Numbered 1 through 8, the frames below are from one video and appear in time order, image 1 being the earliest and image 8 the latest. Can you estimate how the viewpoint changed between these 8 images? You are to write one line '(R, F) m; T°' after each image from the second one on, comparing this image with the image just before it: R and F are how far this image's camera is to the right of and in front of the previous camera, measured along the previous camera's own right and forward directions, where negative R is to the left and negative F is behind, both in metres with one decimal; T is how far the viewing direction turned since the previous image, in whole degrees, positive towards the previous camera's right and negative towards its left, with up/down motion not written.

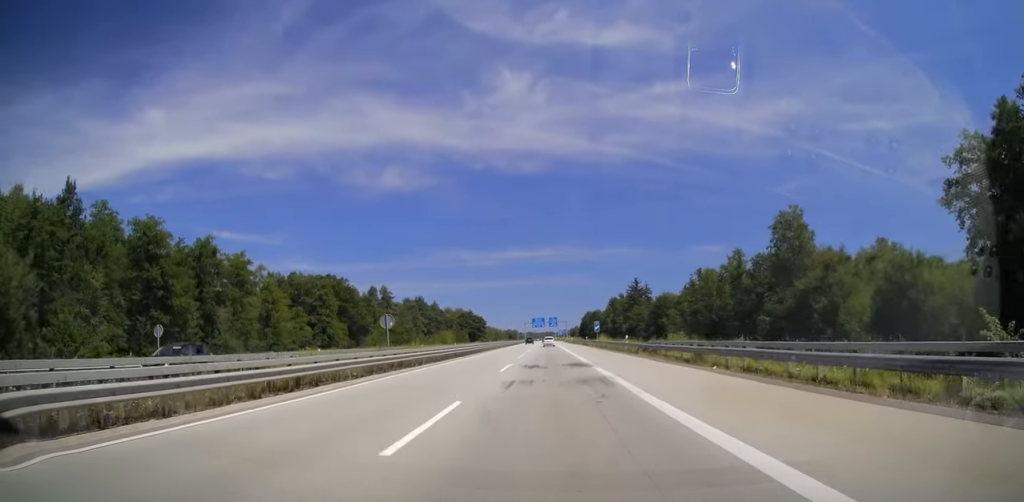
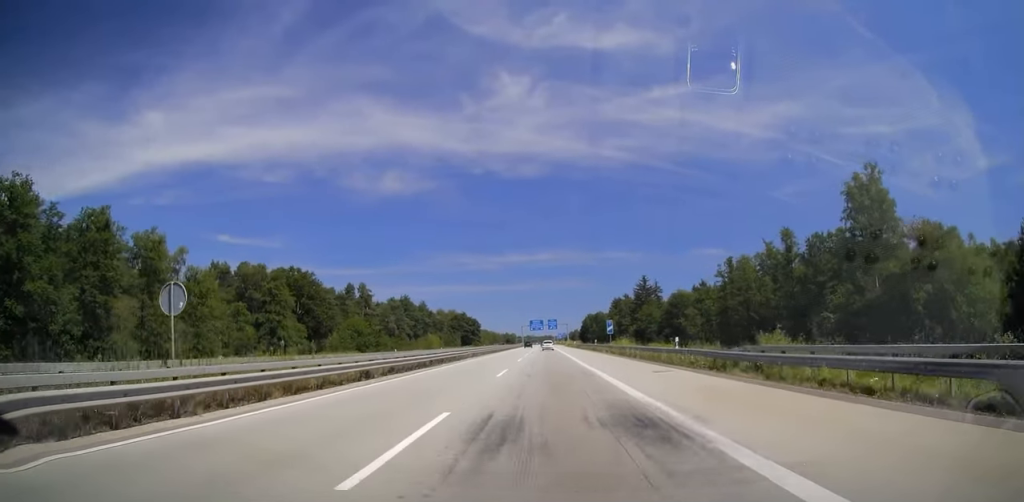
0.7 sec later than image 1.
(+0.2, +19.7) m; 0°
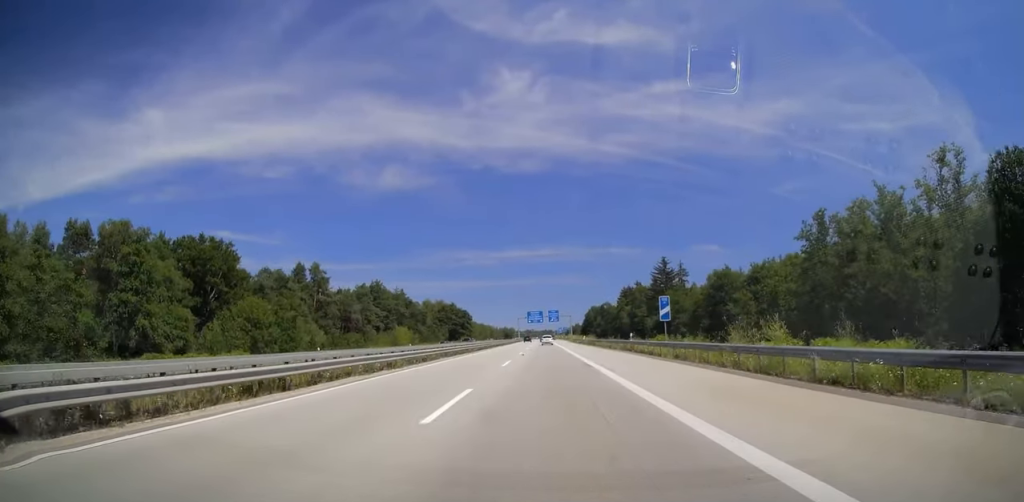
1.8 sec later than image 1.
(0.0, +32.5) m; 0°
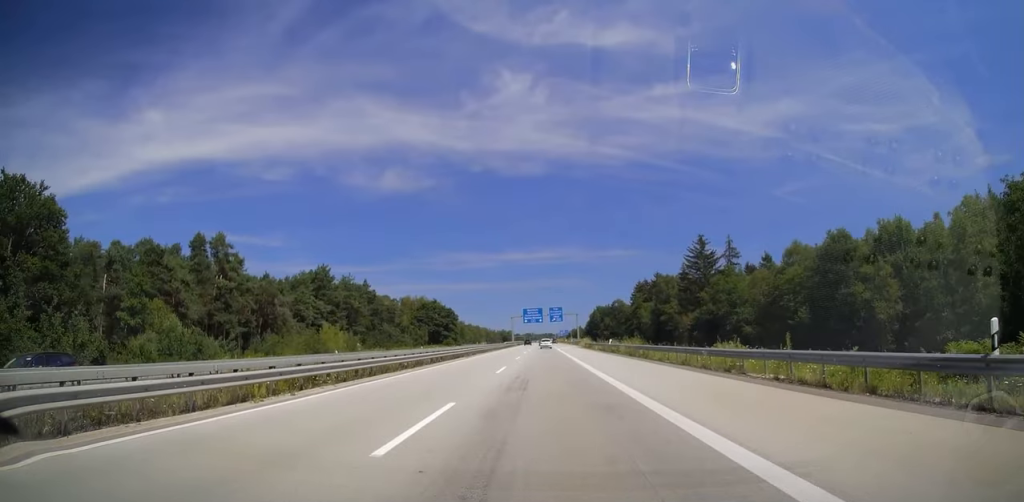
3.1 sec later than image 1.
(0.0, +38.9) m; 0°
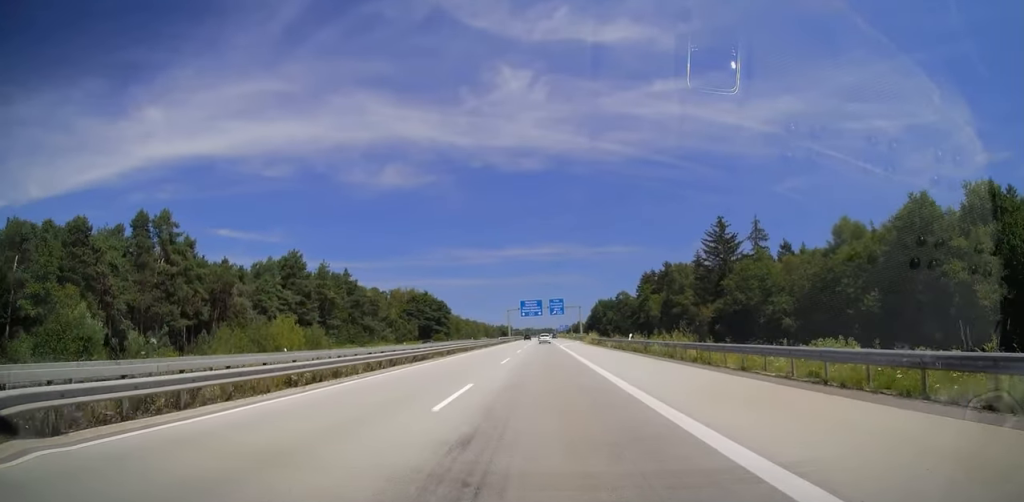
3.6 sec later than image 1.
(0.0, +14.3) m; 0°
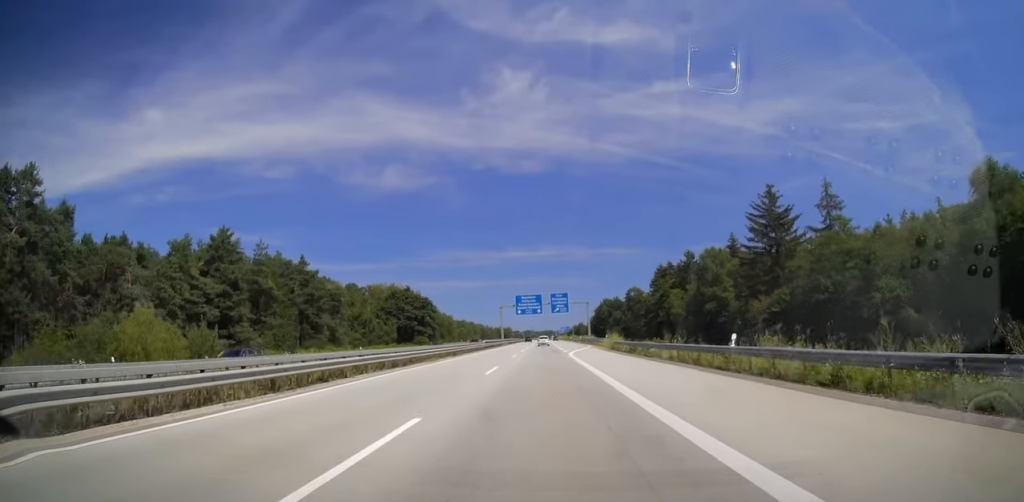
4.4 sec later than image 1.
(0.0, +25.1) m; 0°
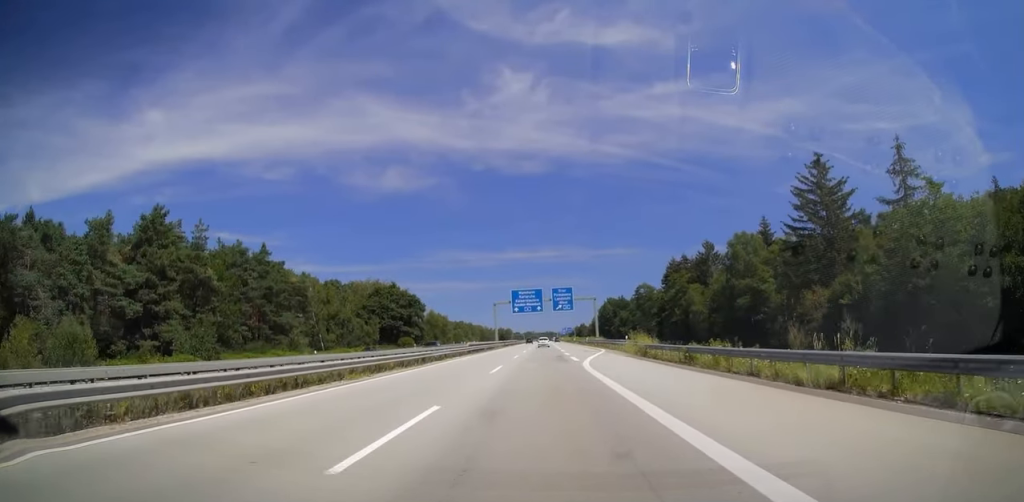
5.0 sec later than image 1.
(0.0, +16.2) m; 0°
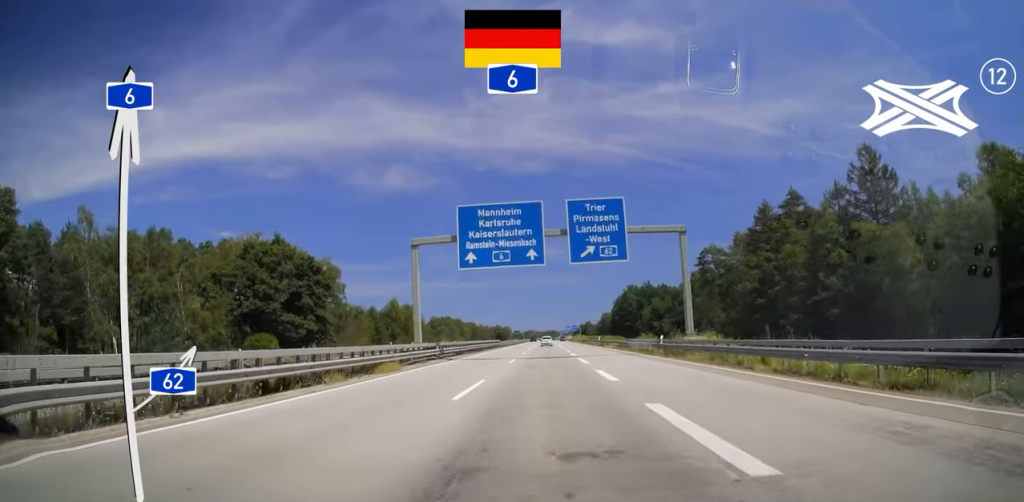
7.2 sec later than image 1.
(-0.5, +65.5) m; 0°
